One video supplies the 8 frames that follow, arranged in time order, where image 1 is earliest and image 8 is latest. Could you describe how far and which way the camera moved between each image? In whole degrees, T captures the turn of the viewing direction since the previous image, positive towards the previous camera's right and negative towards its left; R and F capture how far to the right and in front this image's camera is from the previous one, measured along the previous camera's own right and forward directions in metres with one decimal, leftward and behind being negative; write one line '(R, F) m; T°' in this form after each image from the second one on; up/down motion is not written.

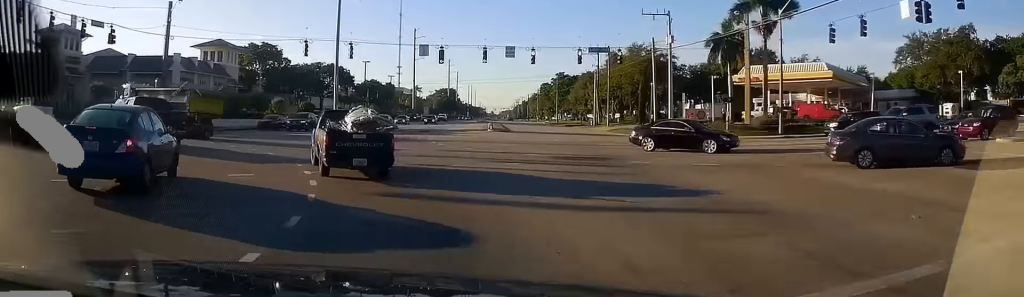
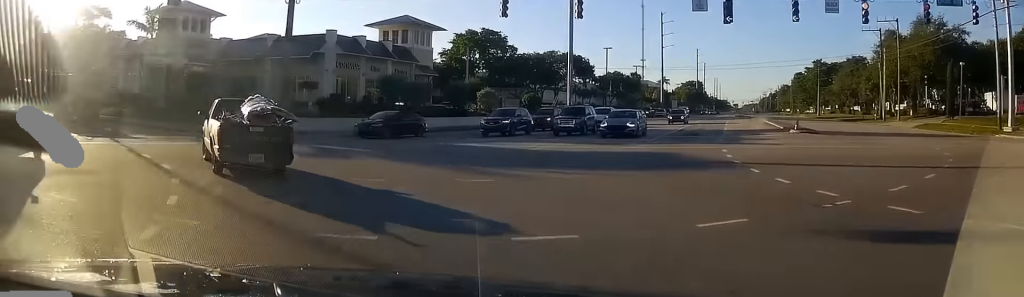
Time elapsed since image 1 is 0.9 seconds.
(-0.3, +8.2) m; -5°
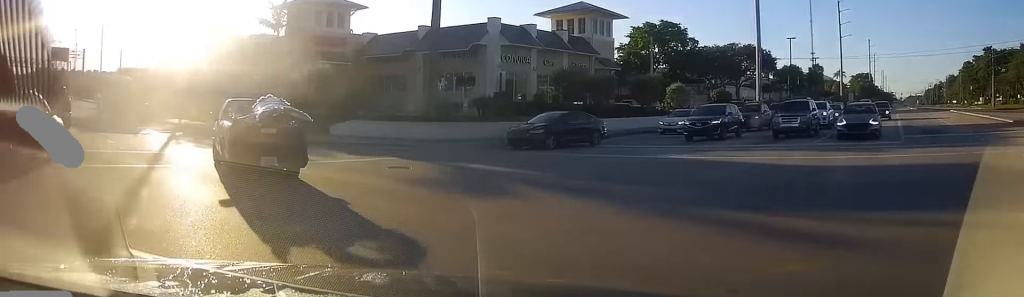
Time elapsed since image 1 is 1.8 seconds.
(-0.4, +8.5) m; -9°
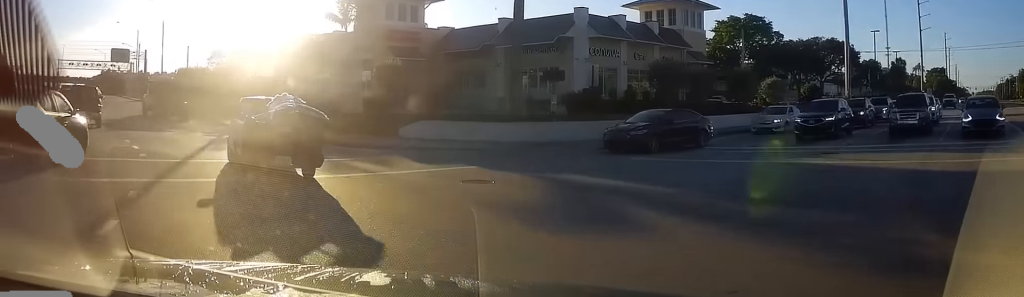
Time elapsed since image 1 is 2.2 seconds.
(-0.4, +3.5) m; -5°
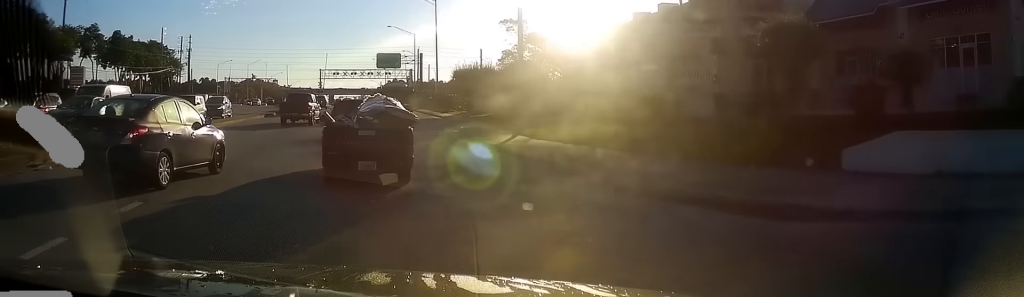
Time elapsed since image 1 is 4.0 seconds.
(-3.0, +14.7) m; -29°
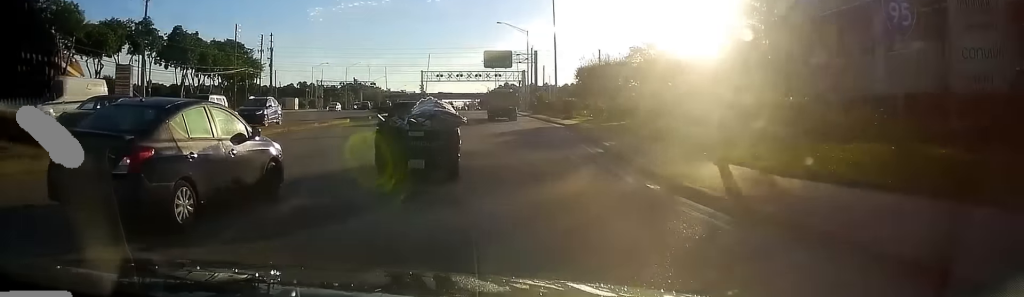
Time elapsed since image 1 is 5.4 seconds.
(-3.0, +11.4) m; -22°
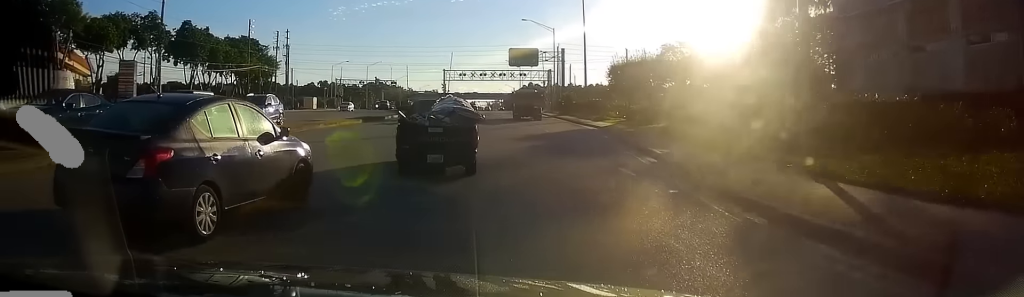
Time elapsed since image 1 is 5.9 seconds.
(-0.1, +3.5) m; -4°
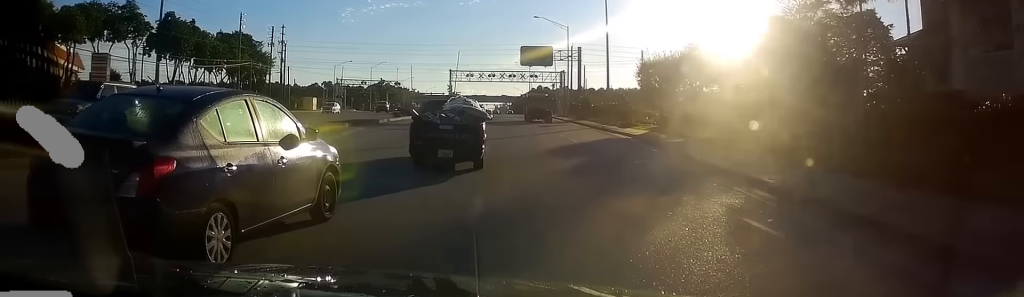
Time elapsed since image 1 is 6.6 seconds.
(-0.3, +6.1) m; -6°
